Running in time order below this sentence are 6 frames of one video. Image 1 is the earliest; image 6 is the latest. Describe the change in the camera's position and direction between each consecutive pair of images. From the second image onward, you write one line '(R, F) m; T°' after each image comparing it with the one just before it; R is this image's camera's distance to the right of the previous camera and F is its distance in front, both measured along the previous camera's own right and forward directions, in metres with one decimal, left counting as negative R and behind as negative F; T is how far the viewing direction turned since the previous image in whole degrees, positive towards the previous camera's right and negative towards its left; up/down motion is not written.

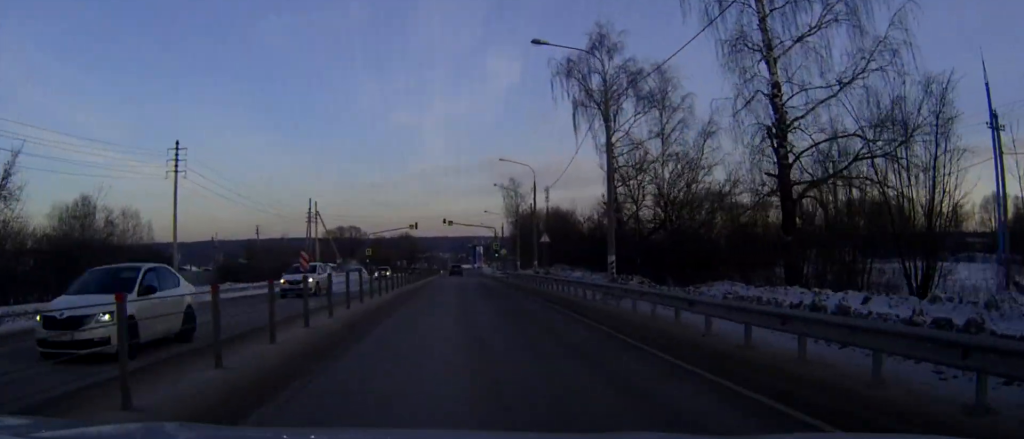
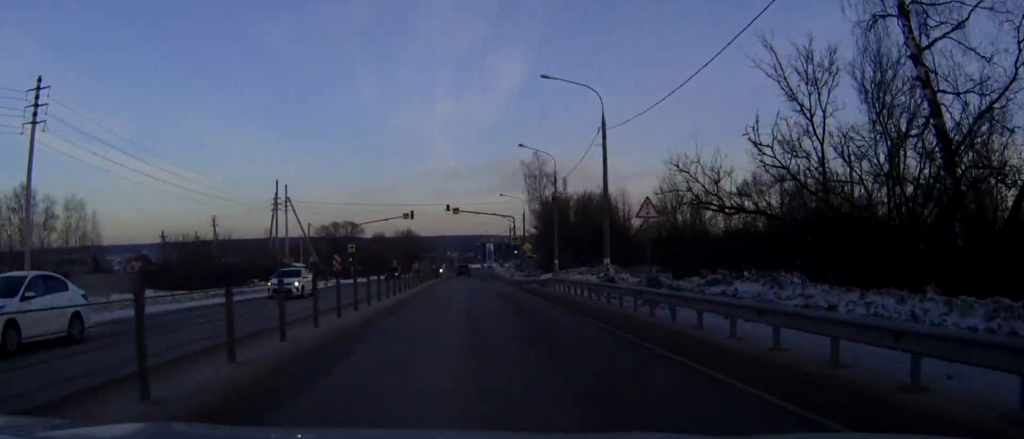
(0.0, +26.2) m; 0°
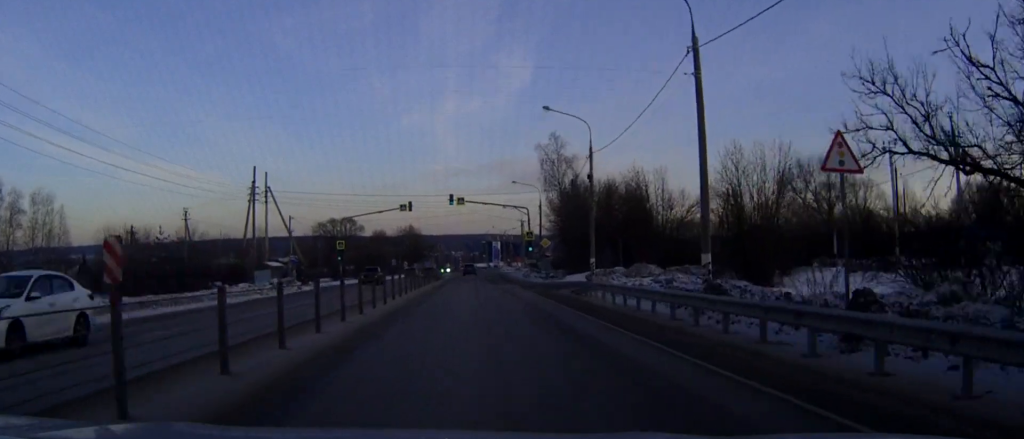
(-0.1, +12.7) m; 0°
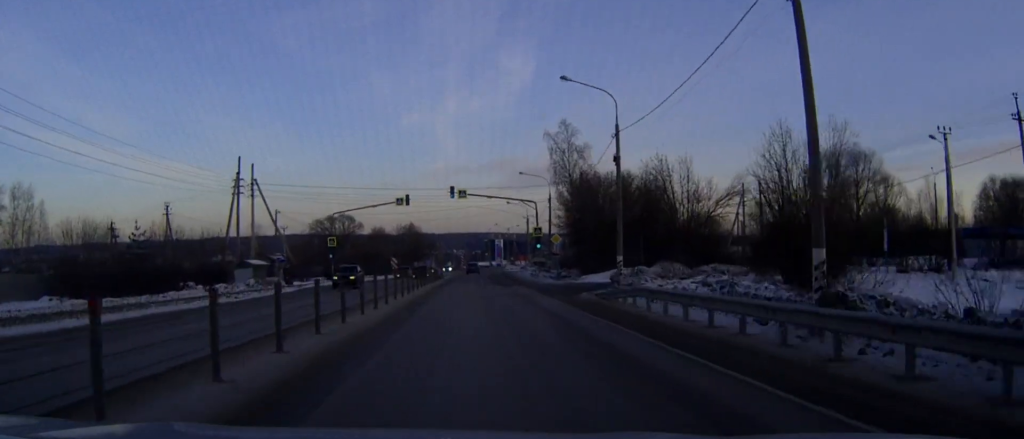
(0.0, +6.6) m; 0°
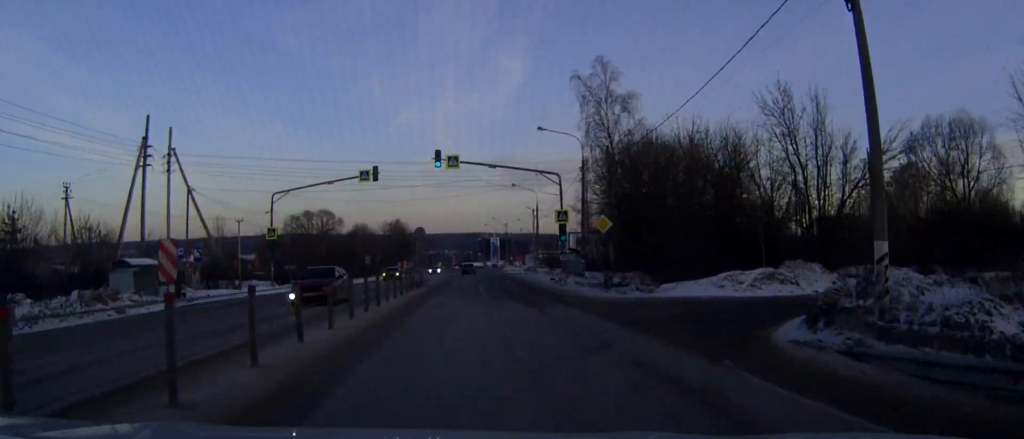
(+0.1, +22.1) m; +1°
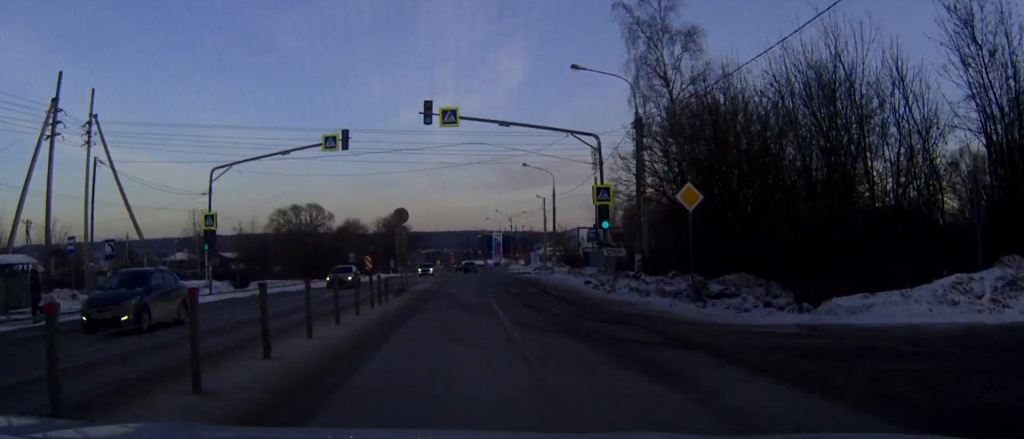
(0.0, +14.1) m; 0°
